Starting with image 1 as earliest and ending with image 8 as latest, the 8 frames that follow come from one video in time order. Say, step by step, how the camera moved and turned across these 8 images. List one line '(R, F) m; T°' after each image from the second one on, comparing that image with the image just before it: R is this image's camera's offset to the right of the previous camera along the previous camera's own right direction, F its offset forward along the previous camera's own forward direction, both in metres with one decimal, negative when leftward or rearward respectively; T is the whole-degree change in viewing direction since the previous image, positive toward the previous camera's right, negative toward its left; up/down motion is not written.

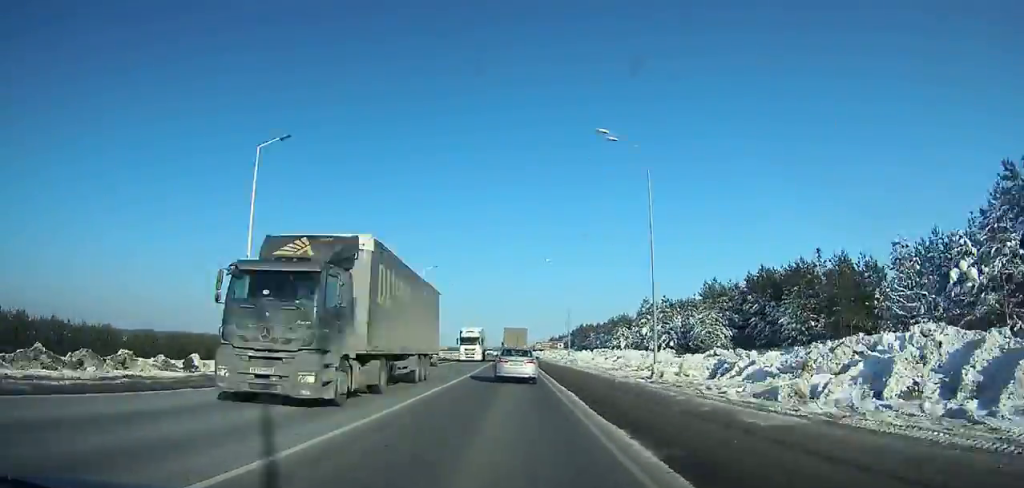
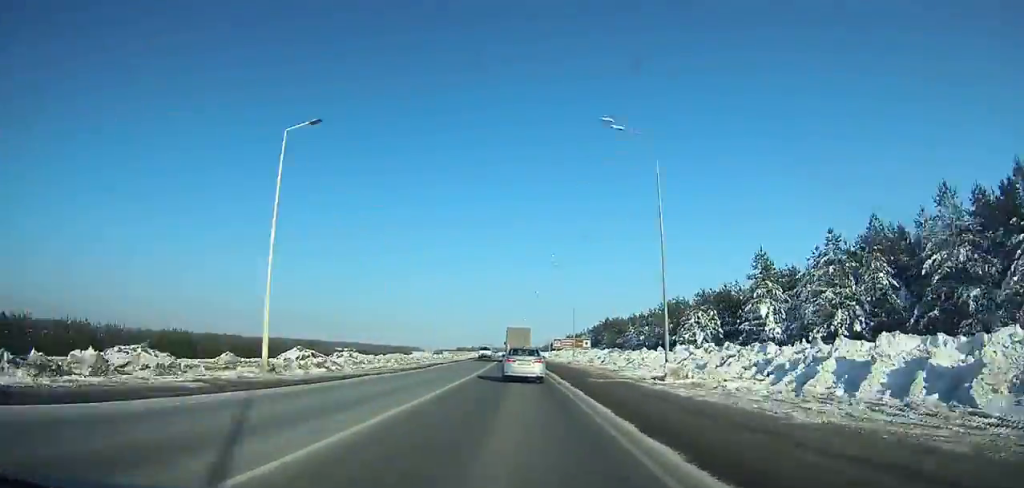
(-0.2, +40.9) m; -1°
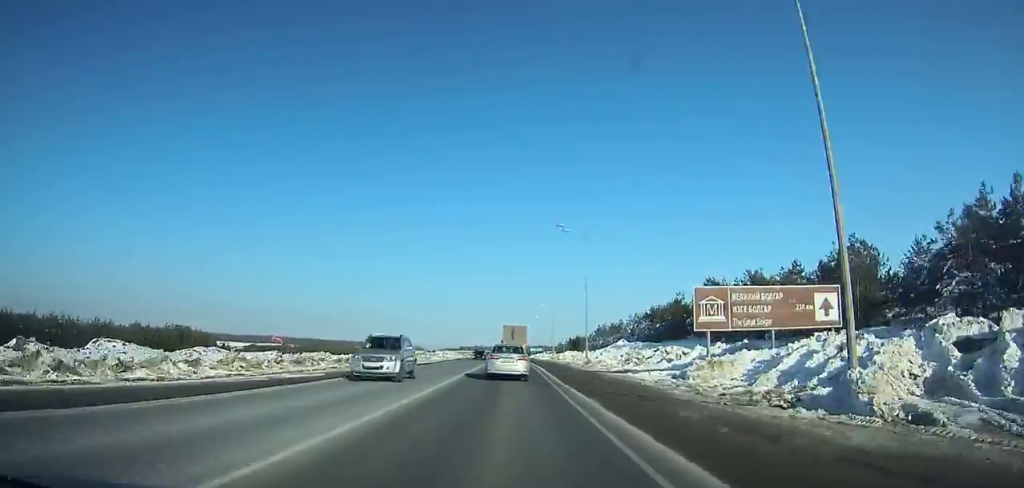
(-1.0, +92.3) m; -1°
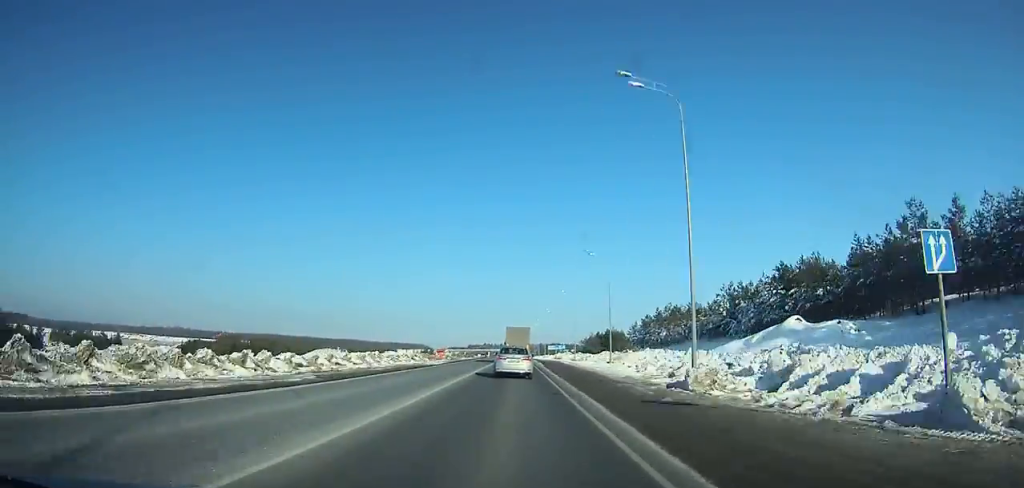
(-0.4, +69.3) m; -1°
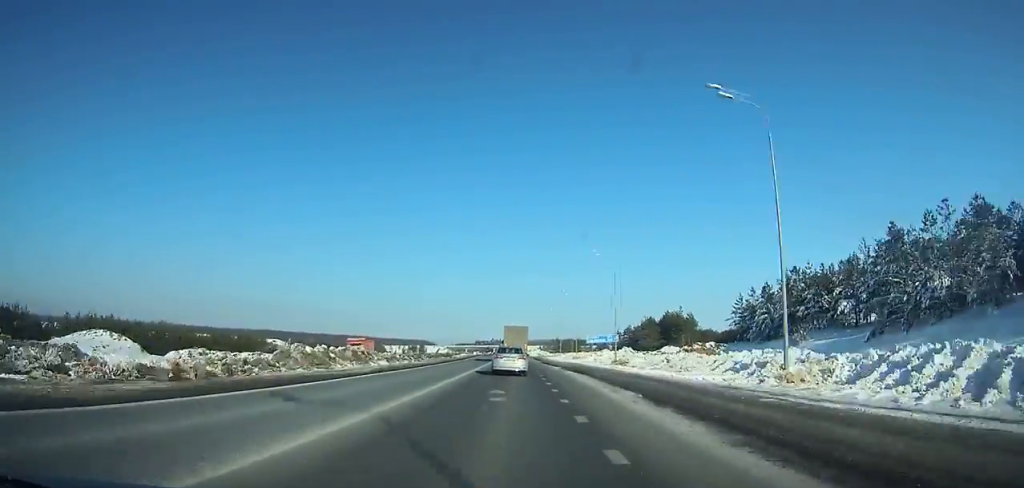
(-0.6, +79.1) m; -1°
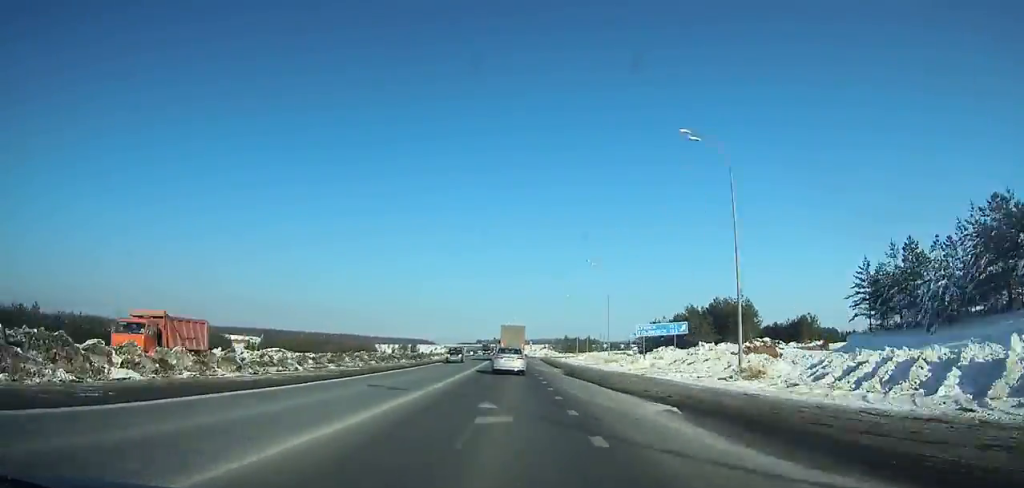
(-0.1, +35.3) m; -1°
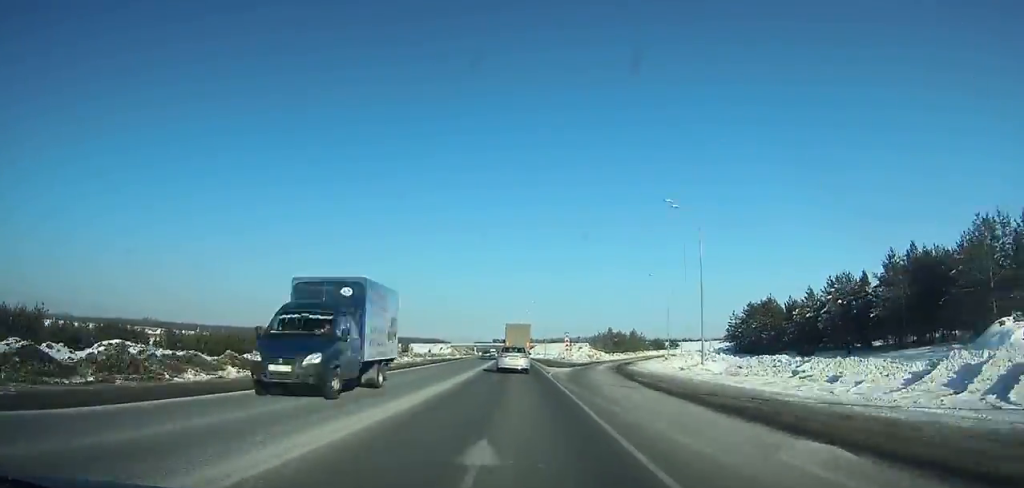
(-0.9, +67.2) m; -1°
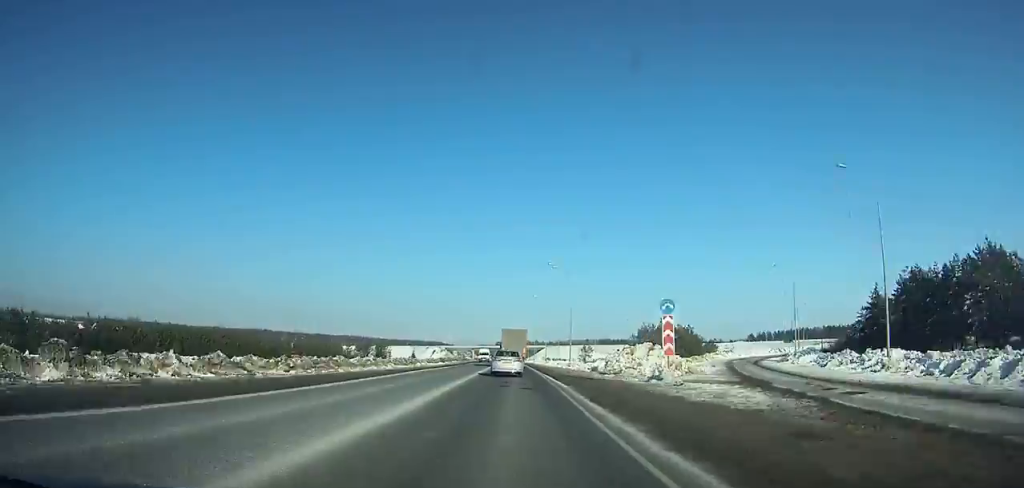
(-0.2, +49.9) m; -1°
